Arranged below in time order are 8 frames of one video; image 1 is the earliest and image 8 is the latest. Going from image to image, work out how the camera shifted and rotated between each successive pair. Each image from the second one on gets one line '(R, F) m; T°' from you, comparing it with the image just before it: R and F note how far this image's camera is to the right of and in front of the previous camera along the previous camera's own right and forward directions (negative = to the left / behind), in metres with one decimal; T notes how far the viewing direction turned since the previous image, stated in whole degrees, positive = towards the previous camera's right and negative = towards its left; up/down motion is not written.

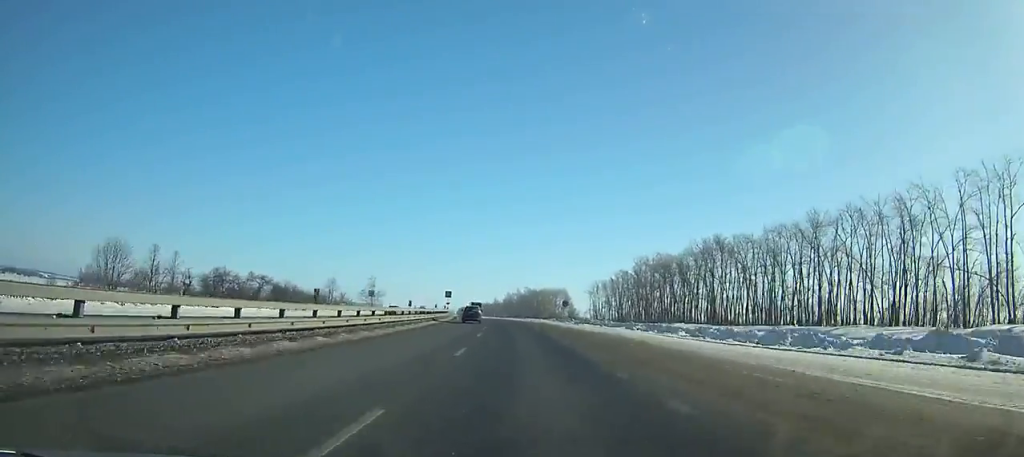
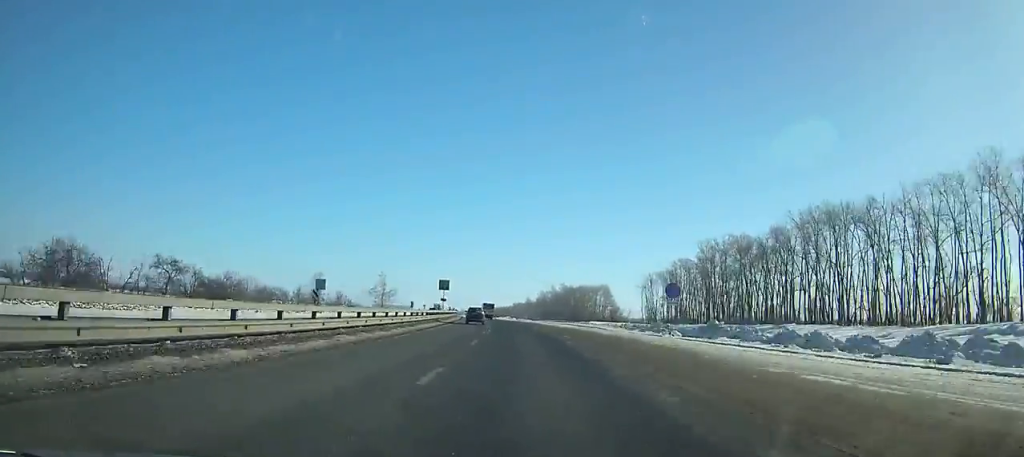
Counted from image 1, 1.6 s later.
(-1.7, +42.6) m; -3°
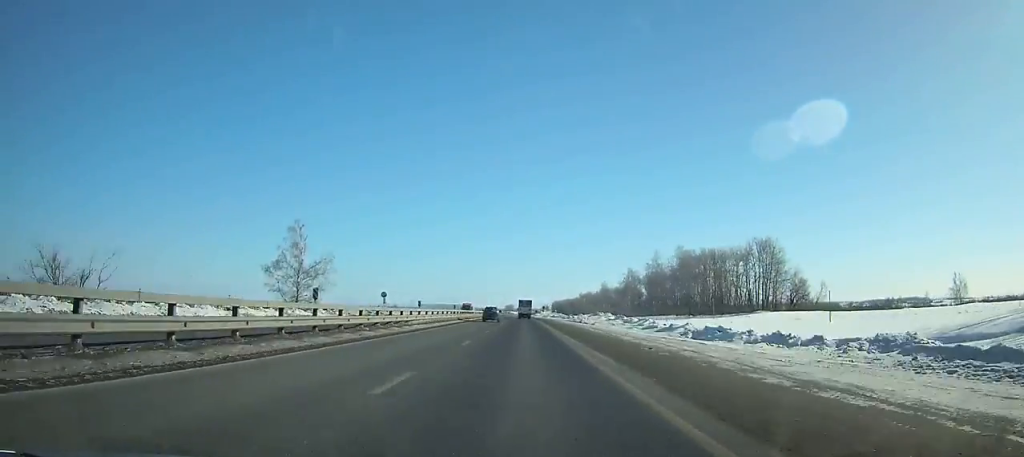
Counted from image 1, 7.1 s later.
(-10.0, +146.1) m; -6°
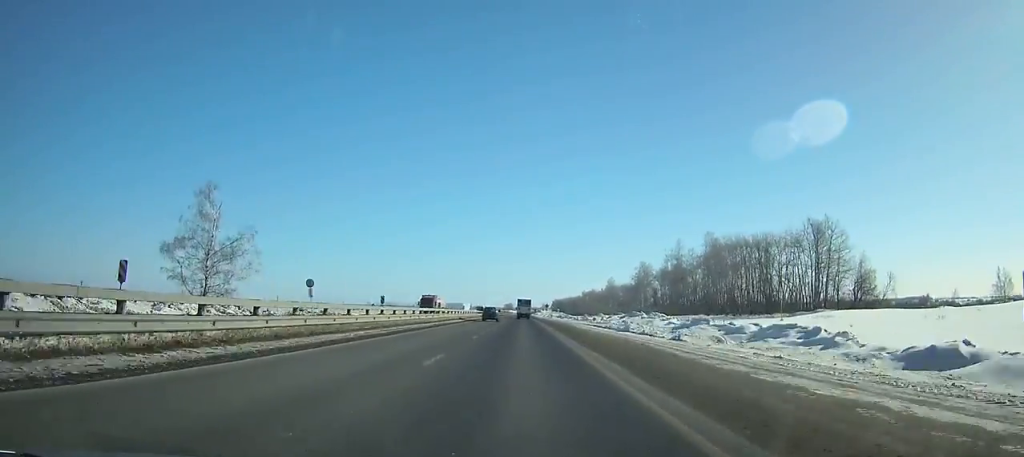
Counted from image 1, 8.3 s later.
(-0.2, +32.0) m; 0°
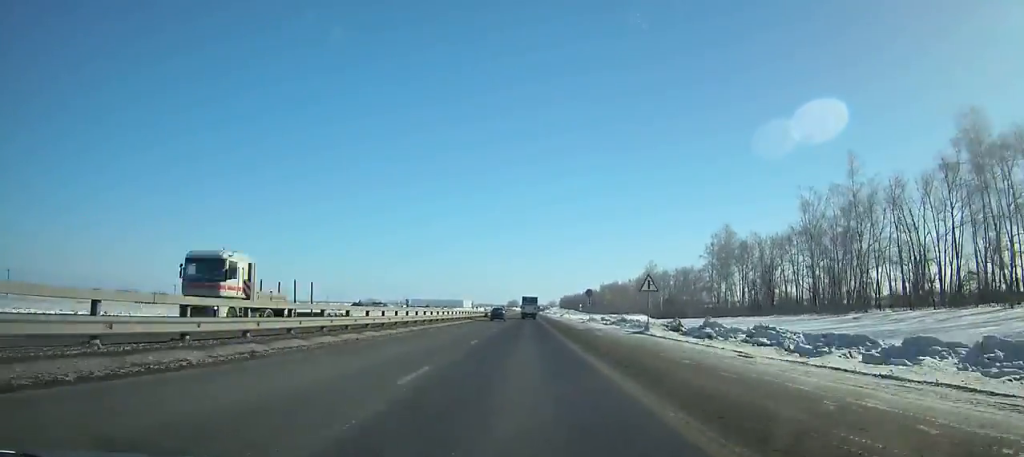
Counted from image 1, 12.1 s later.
(-0.4, +101.4) m; 0°
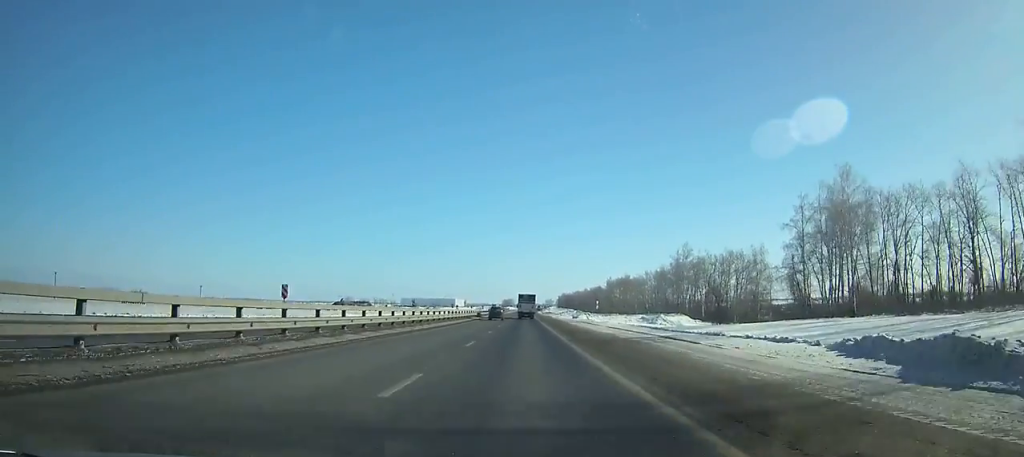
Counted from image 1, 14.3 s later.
(0.0, +59.4) m; 0°
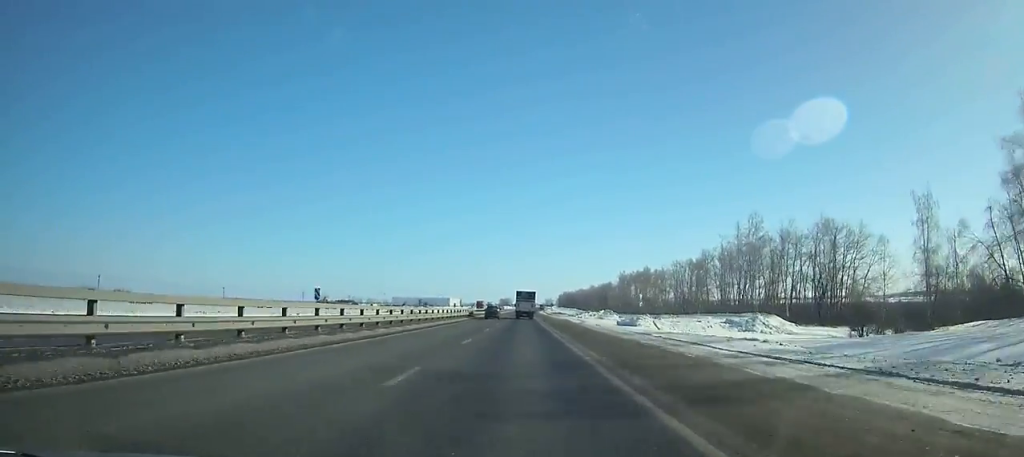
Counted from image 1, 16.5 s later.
(0.0, +59.8) m; 0°
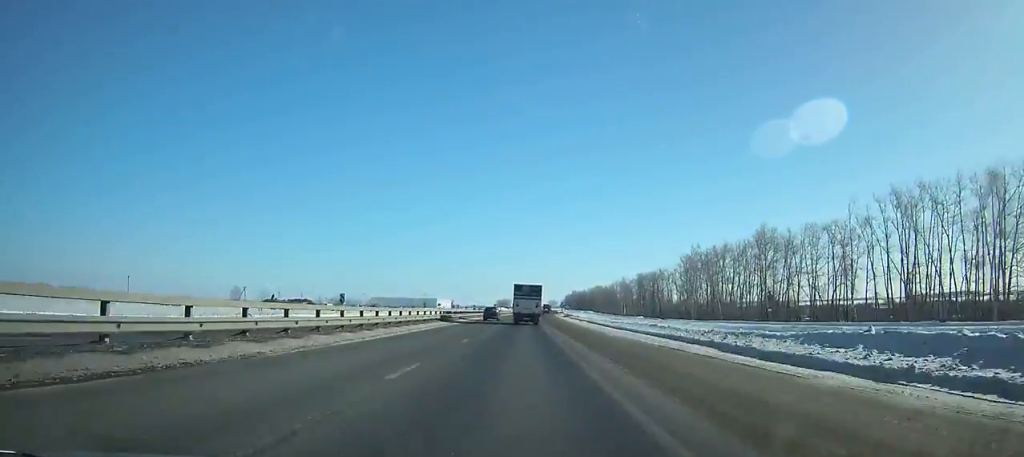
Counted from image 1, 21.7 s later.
(+0.1, +143.2) m; 0°
